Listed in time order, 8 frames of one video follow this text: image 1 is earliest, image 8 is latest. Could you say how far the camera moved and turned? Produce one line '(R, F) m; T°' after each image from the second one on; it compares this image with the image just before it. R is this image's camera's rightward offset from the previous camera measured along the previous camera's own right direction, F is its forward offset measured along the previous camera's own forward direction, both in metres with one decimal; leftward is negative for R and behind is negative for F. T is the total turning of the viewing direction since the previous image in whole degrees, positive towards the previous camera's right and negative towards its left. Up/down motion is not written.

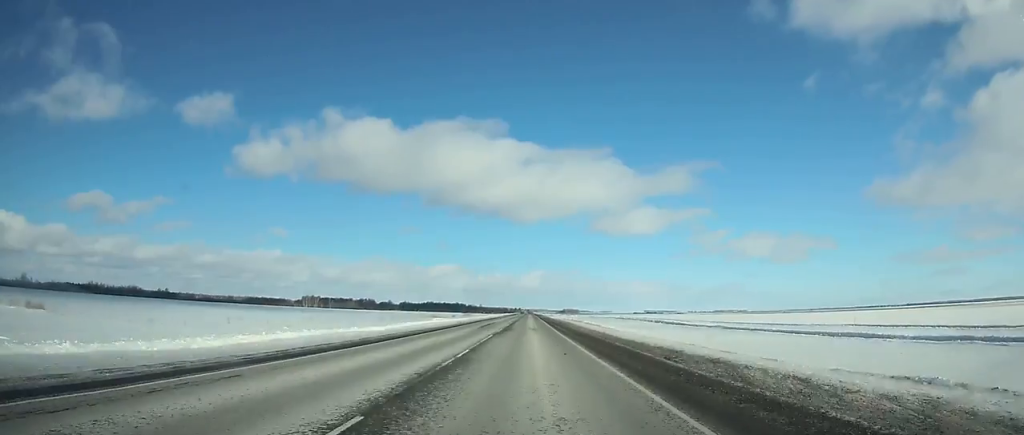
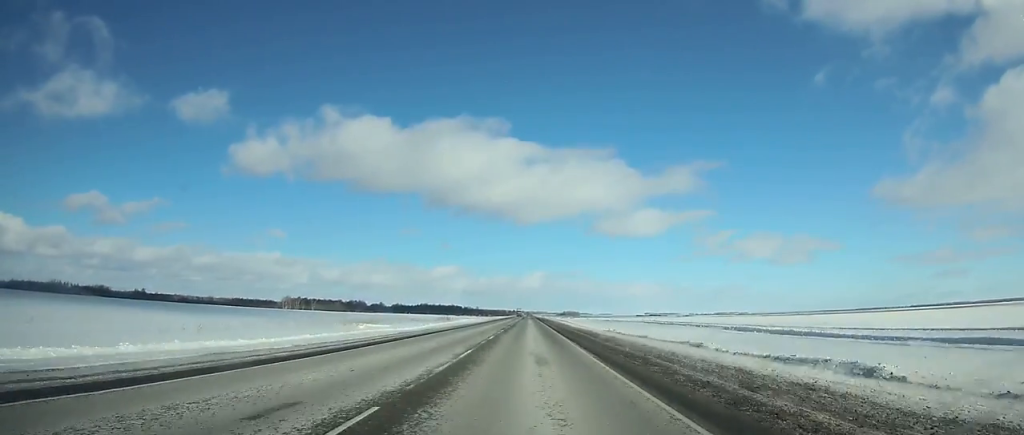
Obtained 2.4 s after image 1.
(+0.1, +72.9) m; 0°
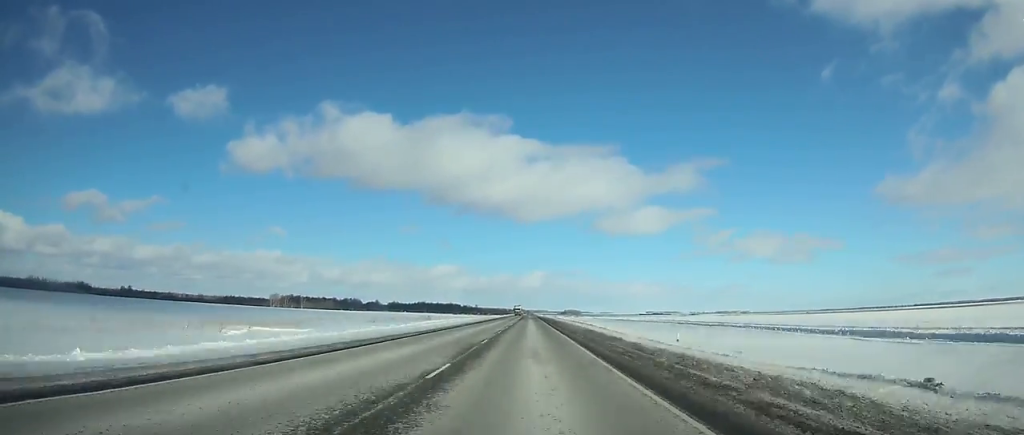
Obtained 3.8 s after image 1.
(0.0, +42.3) m; 0°
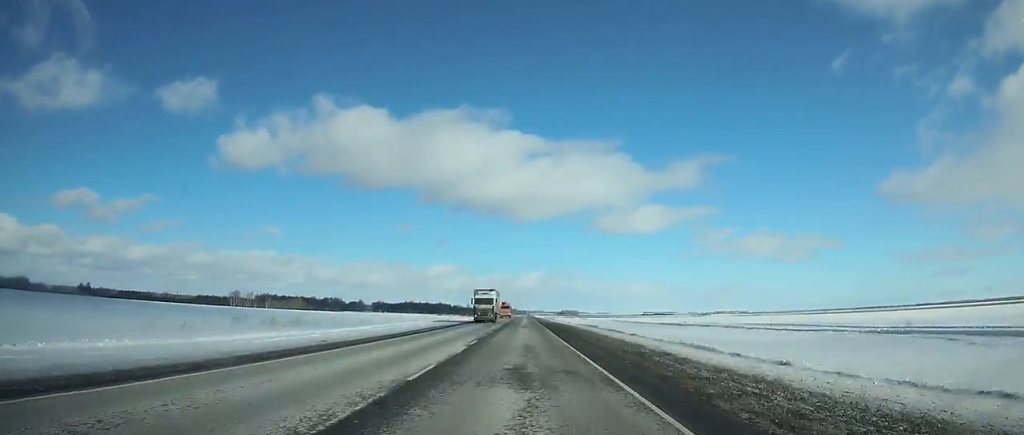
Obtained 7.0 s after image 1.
(+0.1, +96.3) m; 0°
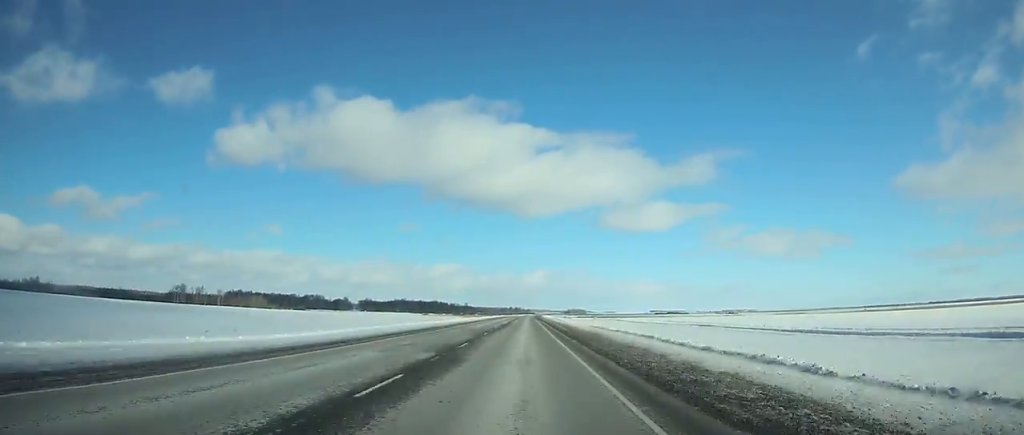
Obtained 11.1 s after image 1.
(-0.3, +123.6) m; 0°
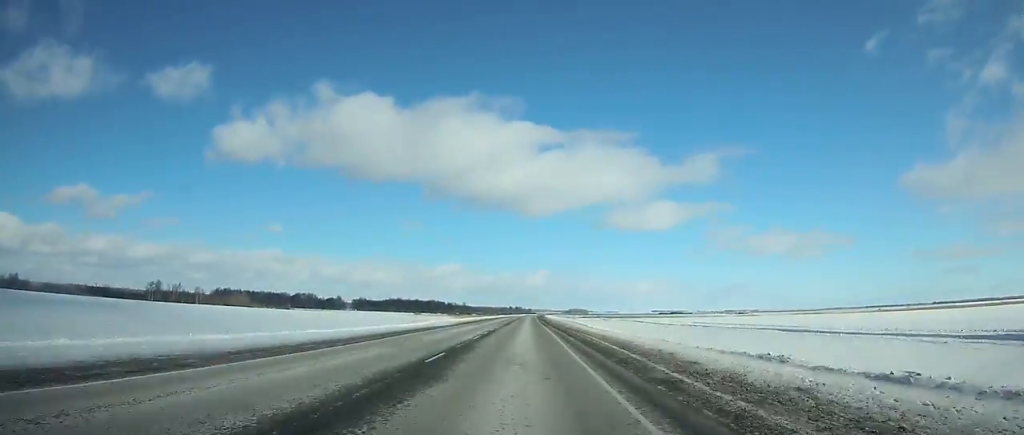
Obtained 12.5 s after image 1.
(-0.1, +42.4) m; 0°
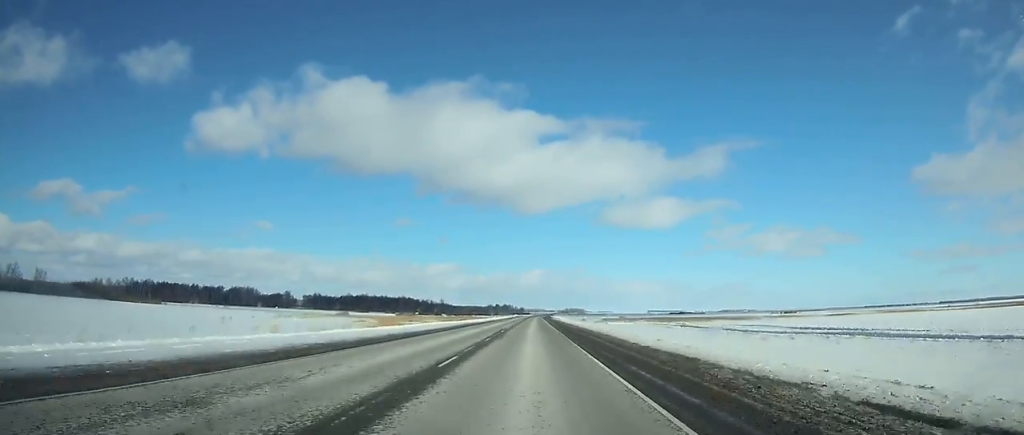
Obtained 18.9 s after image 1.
(+1.2, +193.5) m; +1°
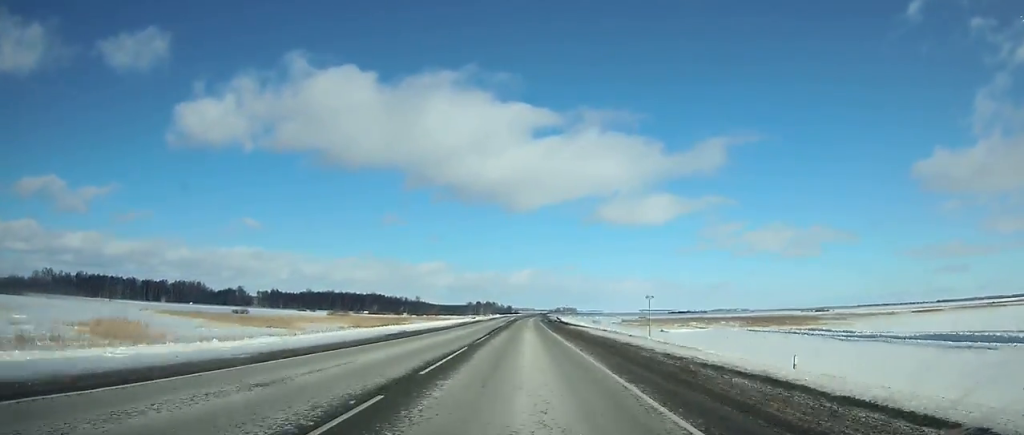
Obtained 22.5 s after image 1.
(+0.6, +108.1) m; +1°
